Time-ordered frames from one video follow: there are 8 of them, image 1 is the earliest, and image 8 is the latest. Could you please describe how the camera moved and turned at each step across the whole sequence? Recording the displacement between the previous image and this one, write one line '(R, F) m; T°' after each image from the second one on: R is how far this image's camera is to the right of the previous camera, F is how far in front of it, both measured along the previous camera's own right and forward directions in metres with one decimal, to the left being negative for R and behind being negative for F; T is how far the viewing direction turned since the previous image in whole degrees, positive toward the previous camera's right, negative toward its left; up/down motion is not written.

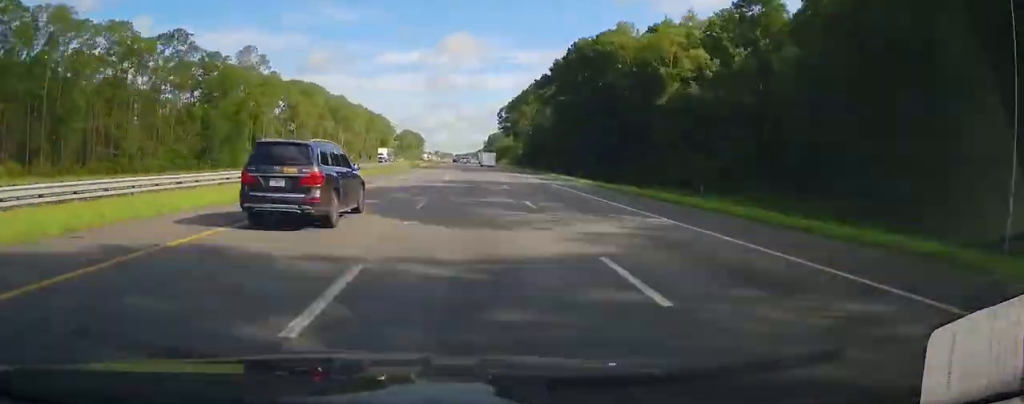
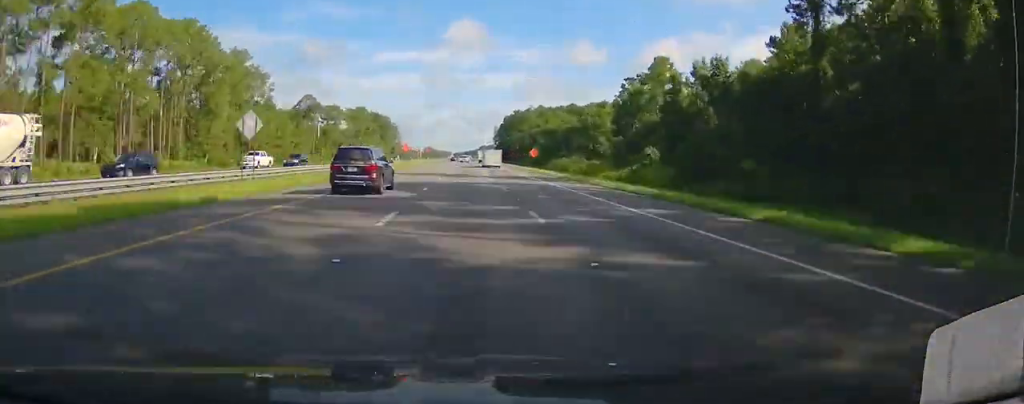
(+0.2, +200.4) m; 0°
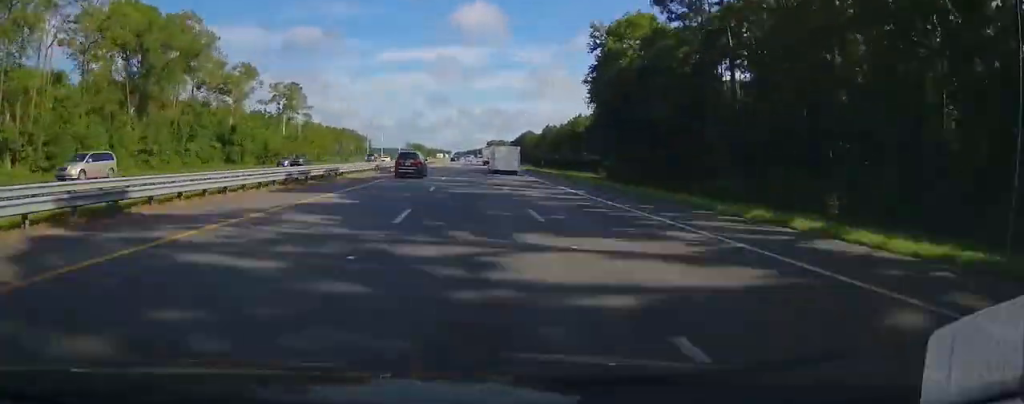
(-0.6, +231.2) m; -1°
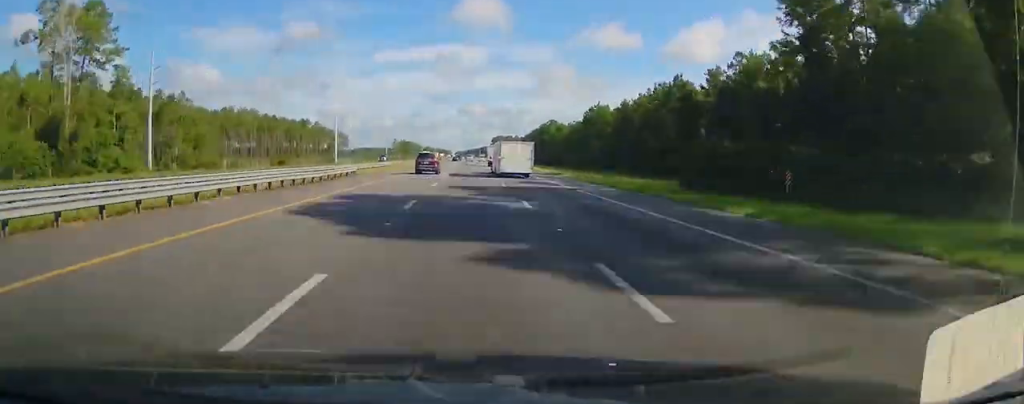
(-0.4, +93.8) m; 0°
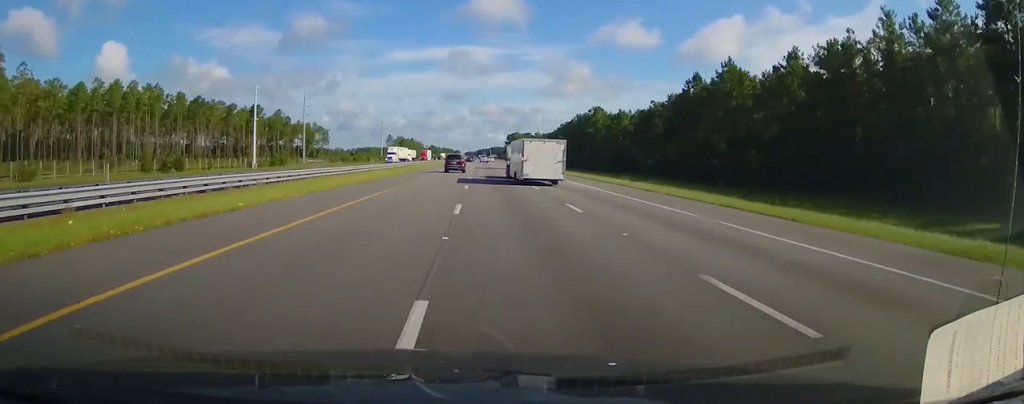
(-0.1, +74.1) m; 0°
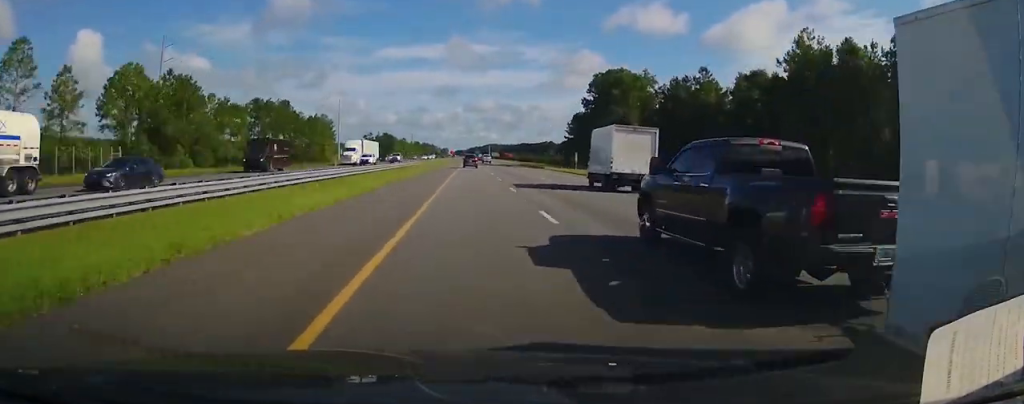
(+1.0, +280.4) m; +1°
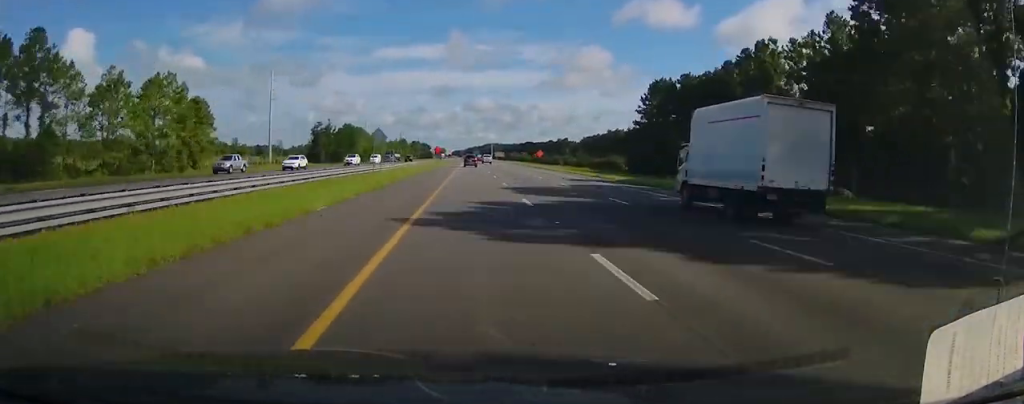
(+0.3, +92.5) m; +1°
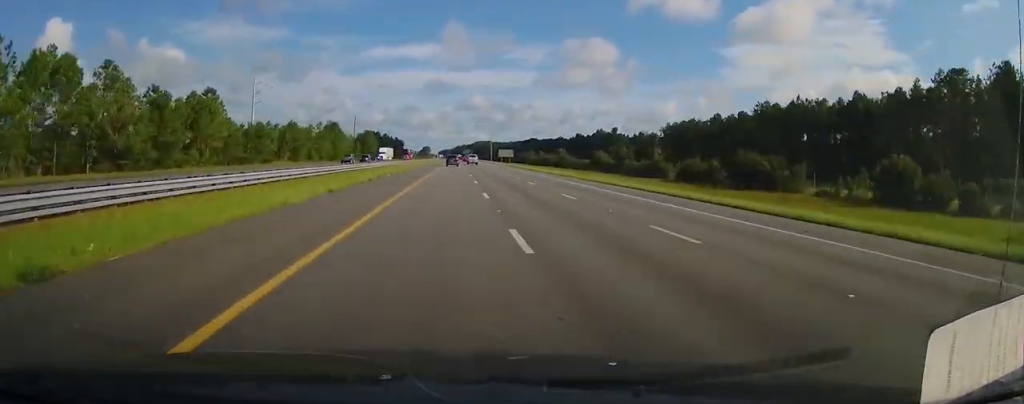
(+1.5, +179.4) m; +1°
